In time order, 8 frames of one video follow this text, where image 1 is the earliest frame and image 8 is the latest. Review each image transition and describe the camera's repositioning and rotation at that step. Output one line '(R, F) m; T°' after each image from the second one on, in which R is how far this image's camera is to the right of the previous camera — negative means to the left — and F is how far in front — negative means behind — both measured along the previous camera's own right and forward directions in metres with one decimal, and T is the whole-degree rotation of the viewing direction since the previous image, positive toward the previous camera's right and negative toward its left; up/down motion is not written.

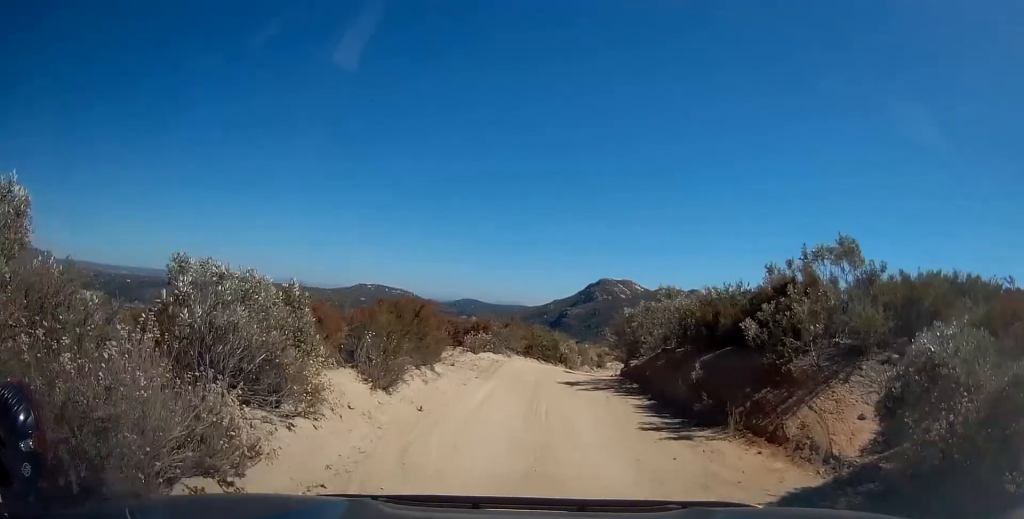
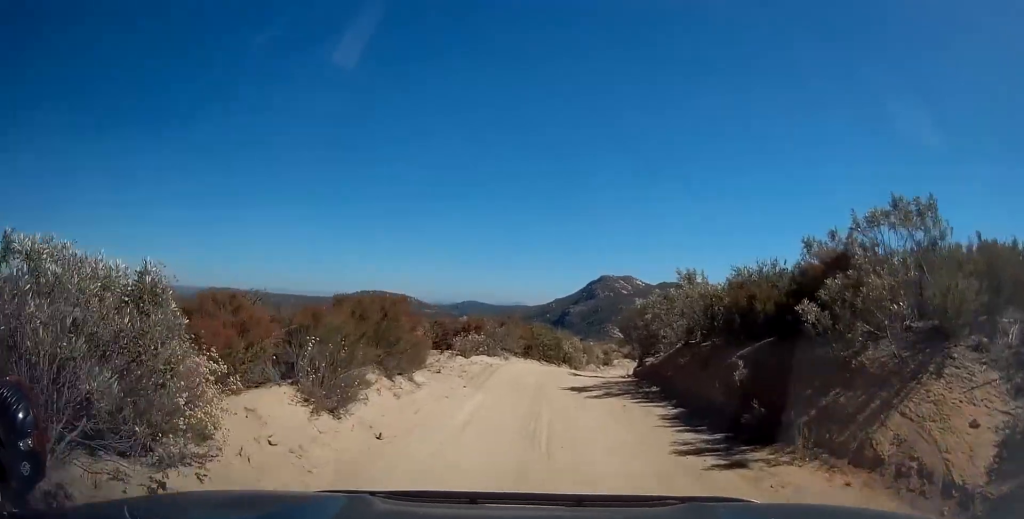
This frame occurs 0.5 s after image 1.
(+0.1, +2.7) m; -3°
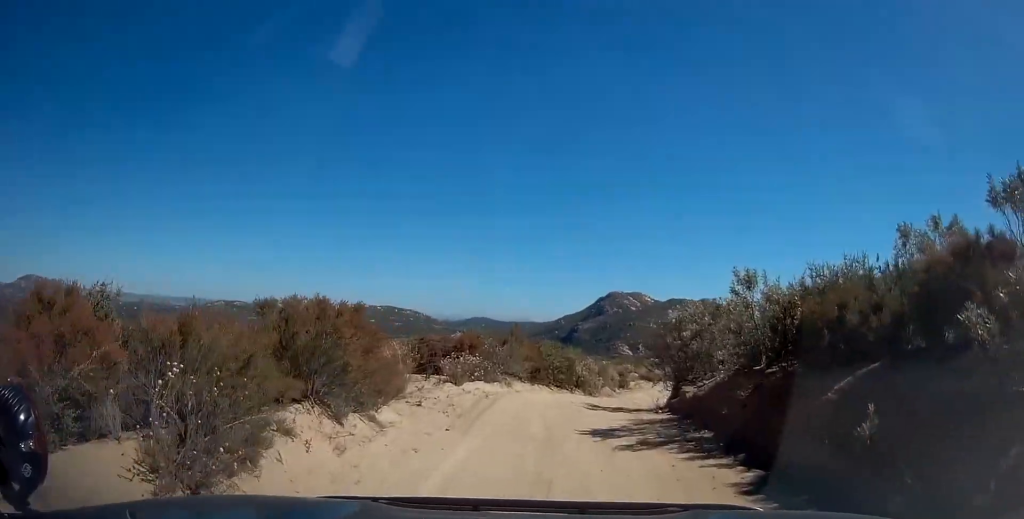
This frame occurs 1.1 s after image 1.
(+0.1, +3.7) m; -3°
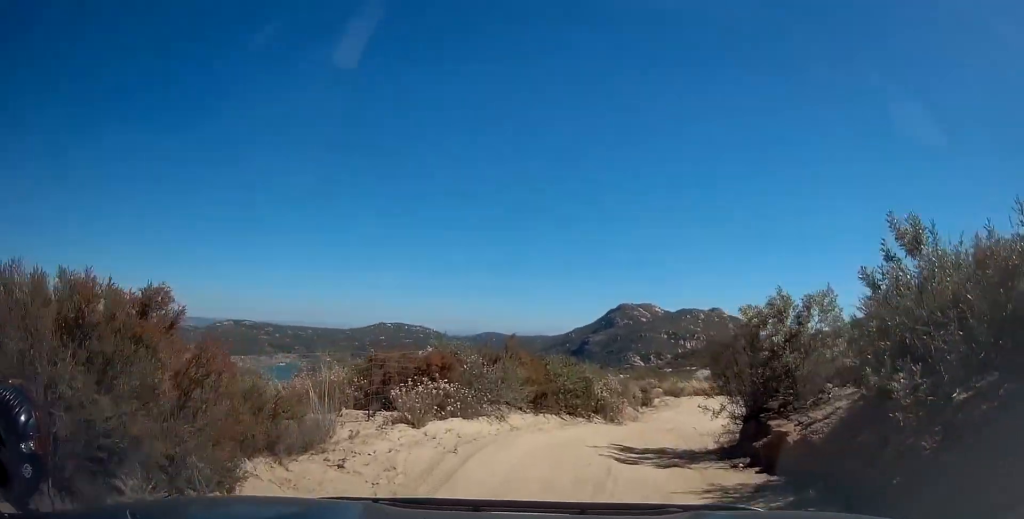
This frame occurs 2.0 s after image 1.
(-0.6, +5.3) m; -1°
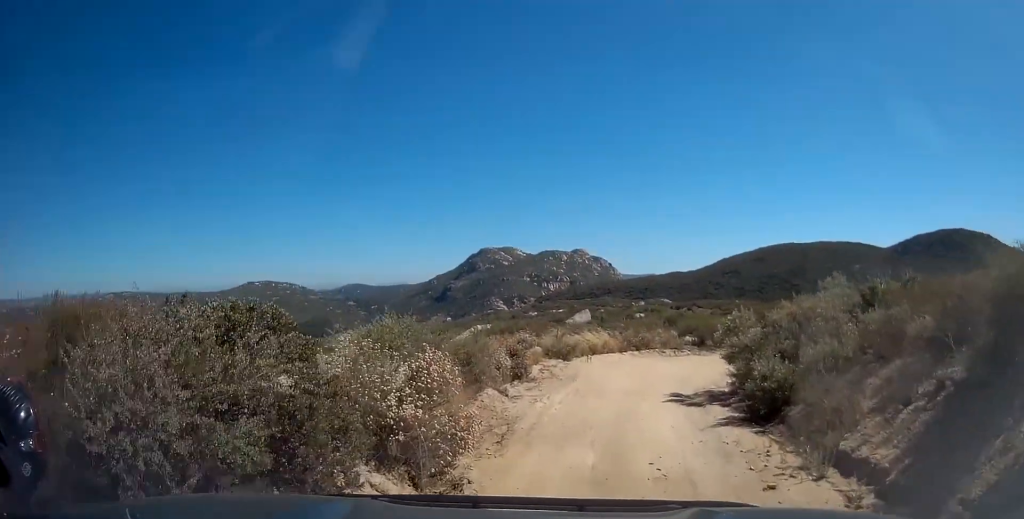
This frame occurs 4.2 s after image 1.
(+2.0, +12.9) m; +17°
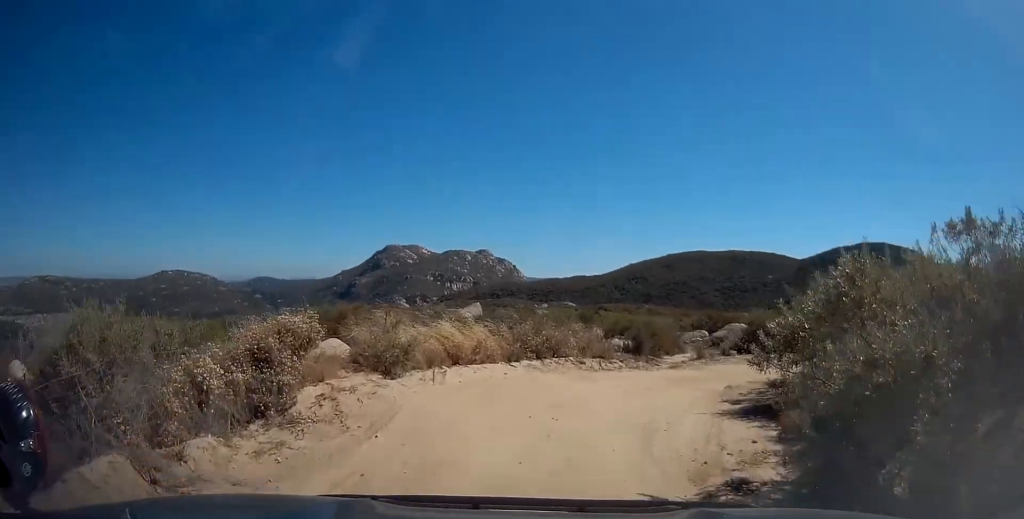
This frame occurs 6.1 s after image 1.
(+1.2, +11.3) m; +12°
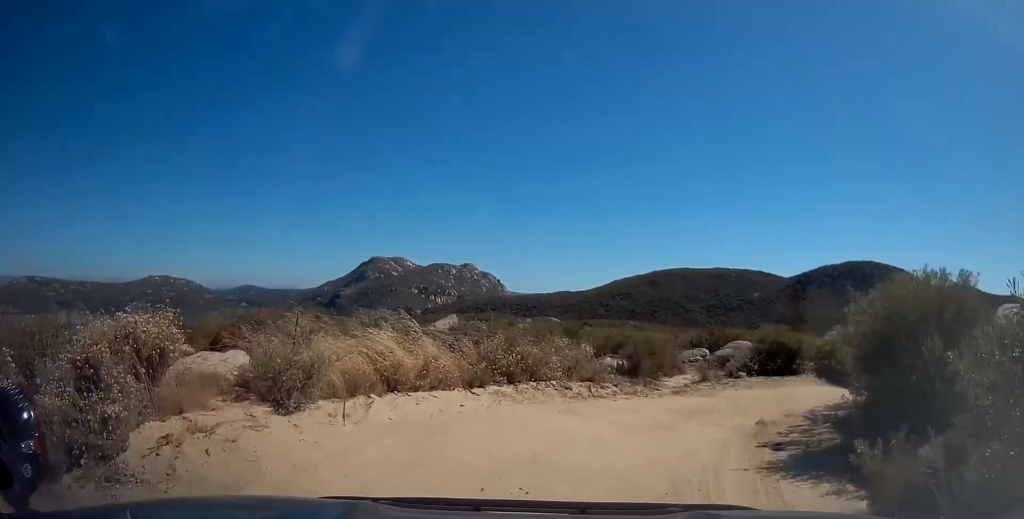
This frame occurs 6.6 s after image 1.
(+0.4, +3.6) m; 0°
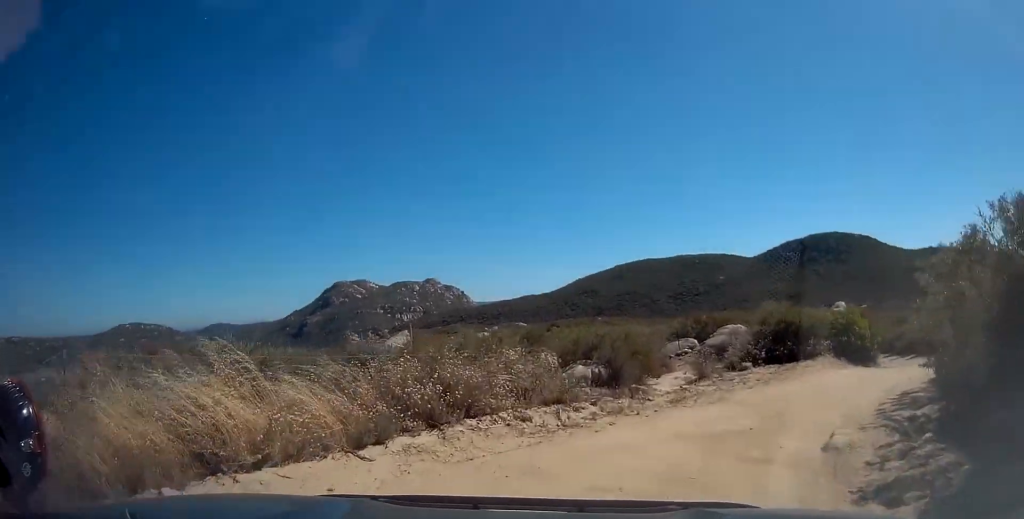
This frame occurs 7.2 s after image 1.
(+0.1, +4.3) m; +2°
